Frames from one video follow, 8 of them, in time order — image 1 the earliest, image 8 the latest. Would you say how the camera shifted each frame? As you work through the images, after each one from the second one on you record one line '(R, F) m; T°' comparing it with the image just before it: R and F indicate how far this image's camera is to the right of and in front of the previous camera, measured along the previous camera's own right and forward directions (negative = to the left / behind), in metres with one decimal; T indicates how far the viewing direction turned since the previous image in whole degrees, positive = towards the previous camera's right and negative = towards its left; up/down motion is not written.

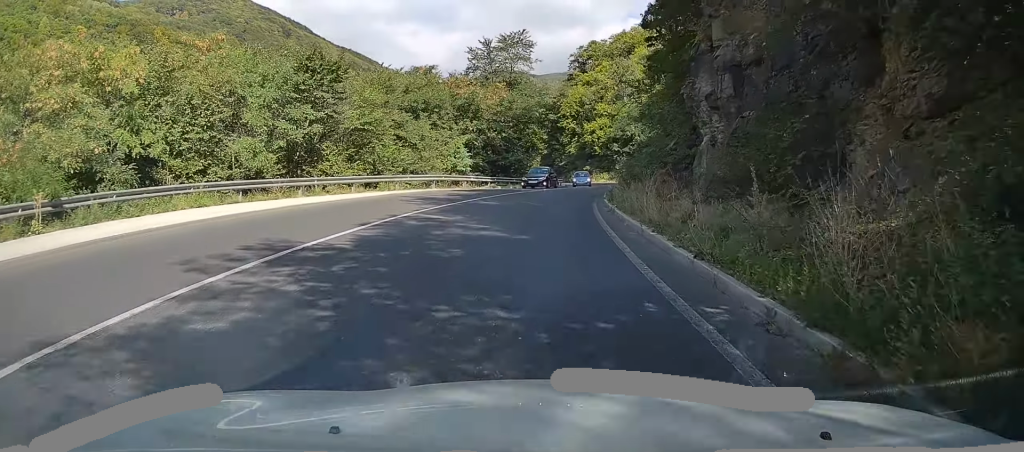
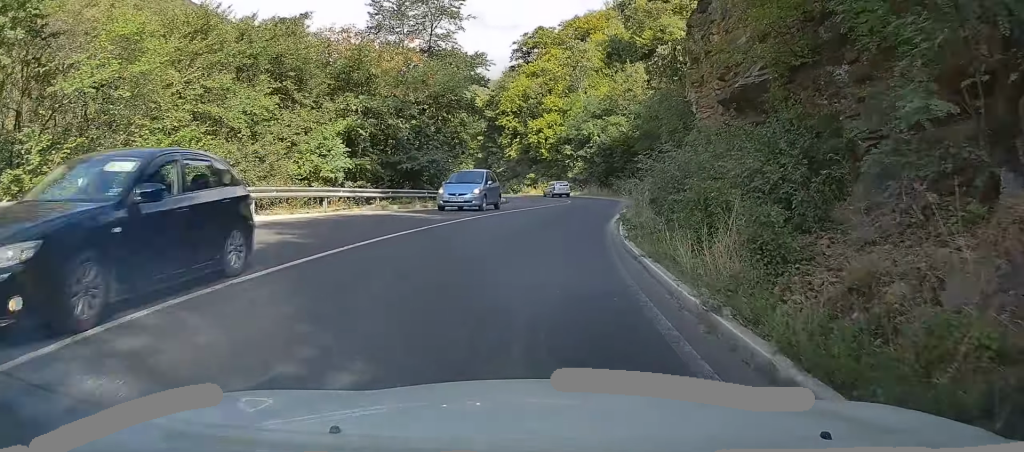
(+1.0, +18.5) m; +7°
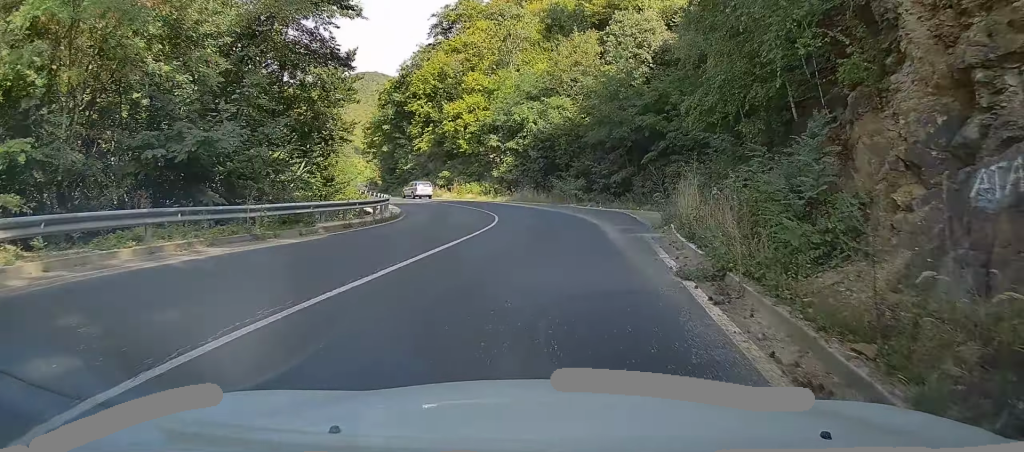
(+0.9, +16.9) m; +5°
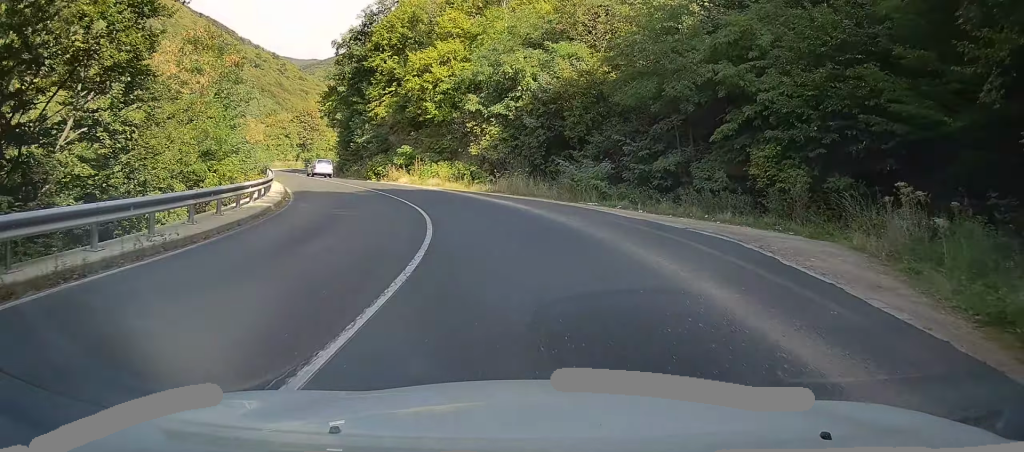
(+0.2, +17.0) m; -3°
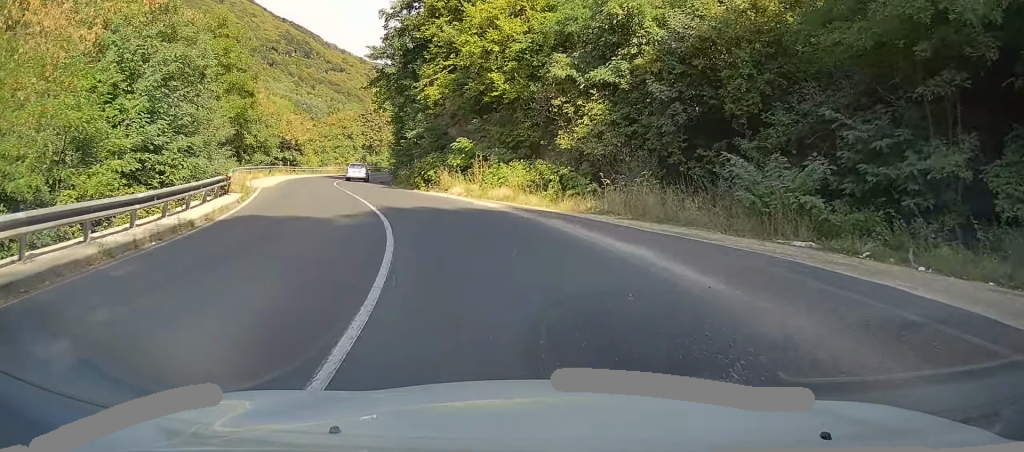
(-0.7, +14.0) m; -7°
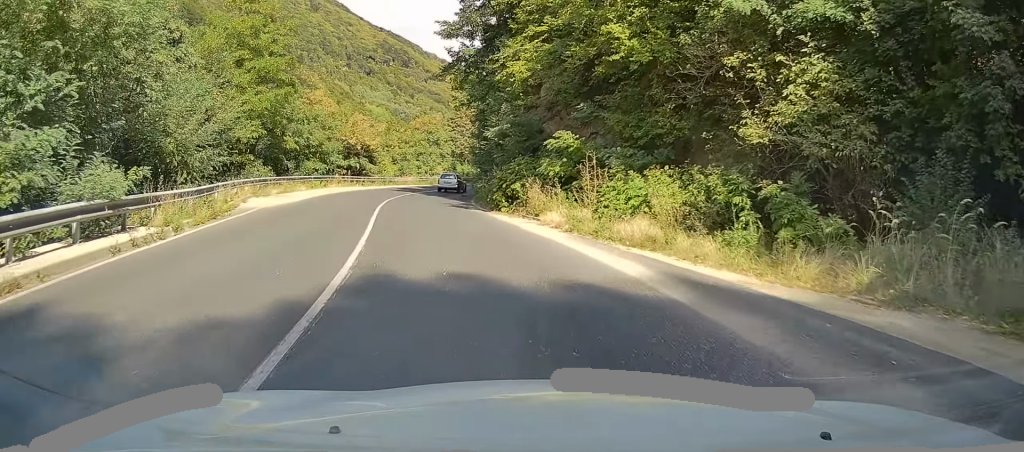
(-0.7, +11.0) m; -7°
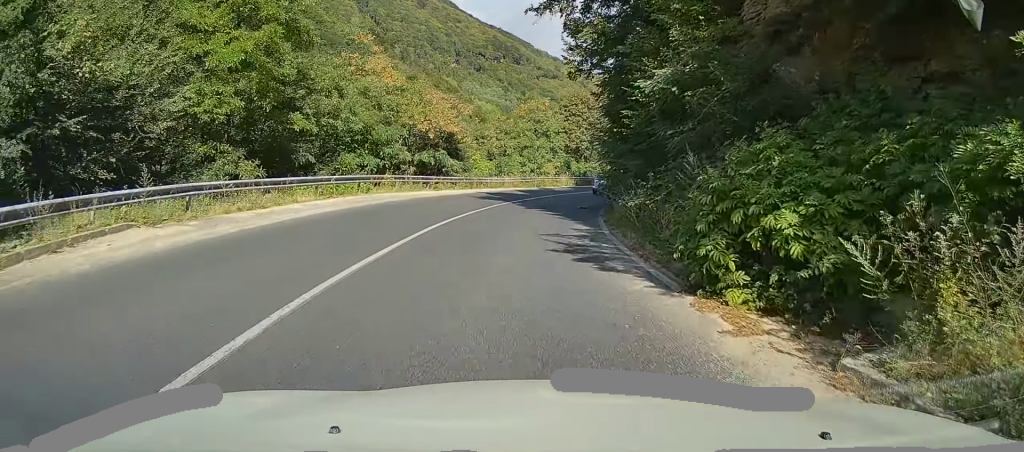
(-1.2, +15.4) m; -7°
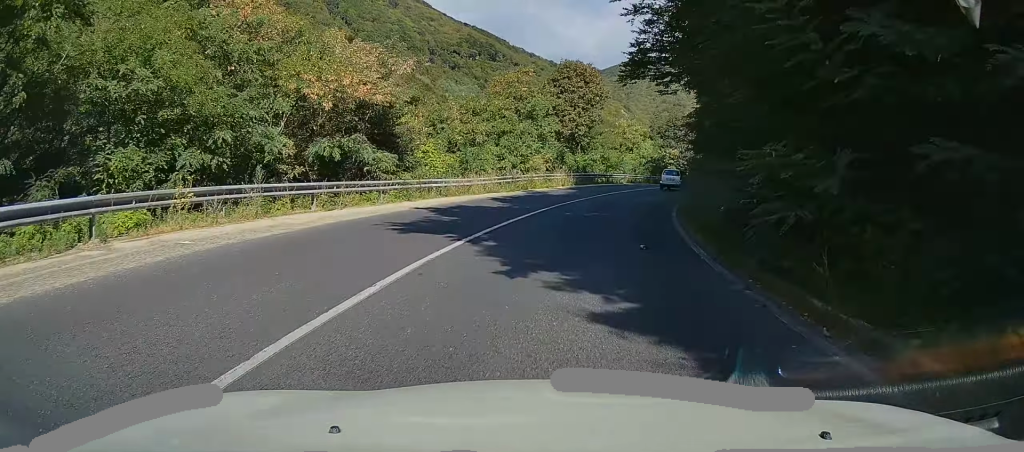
(-0.7, +16.7) m; +1°
